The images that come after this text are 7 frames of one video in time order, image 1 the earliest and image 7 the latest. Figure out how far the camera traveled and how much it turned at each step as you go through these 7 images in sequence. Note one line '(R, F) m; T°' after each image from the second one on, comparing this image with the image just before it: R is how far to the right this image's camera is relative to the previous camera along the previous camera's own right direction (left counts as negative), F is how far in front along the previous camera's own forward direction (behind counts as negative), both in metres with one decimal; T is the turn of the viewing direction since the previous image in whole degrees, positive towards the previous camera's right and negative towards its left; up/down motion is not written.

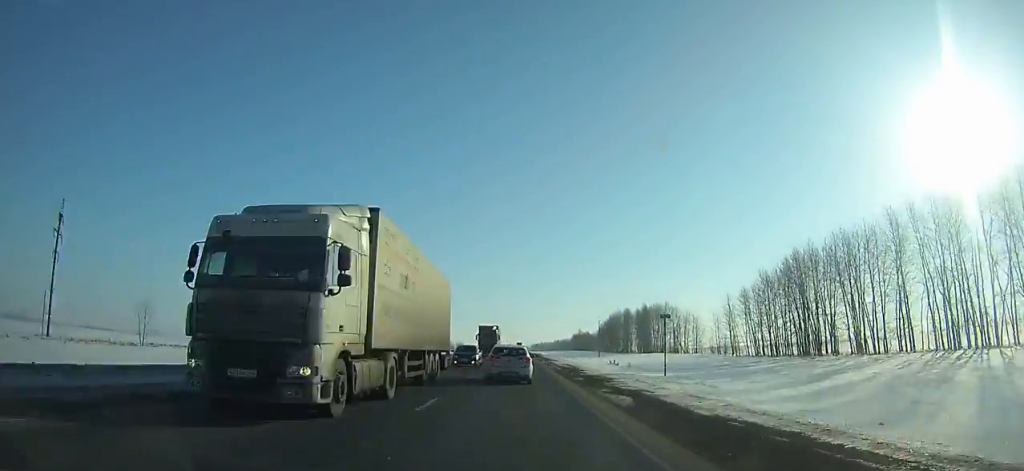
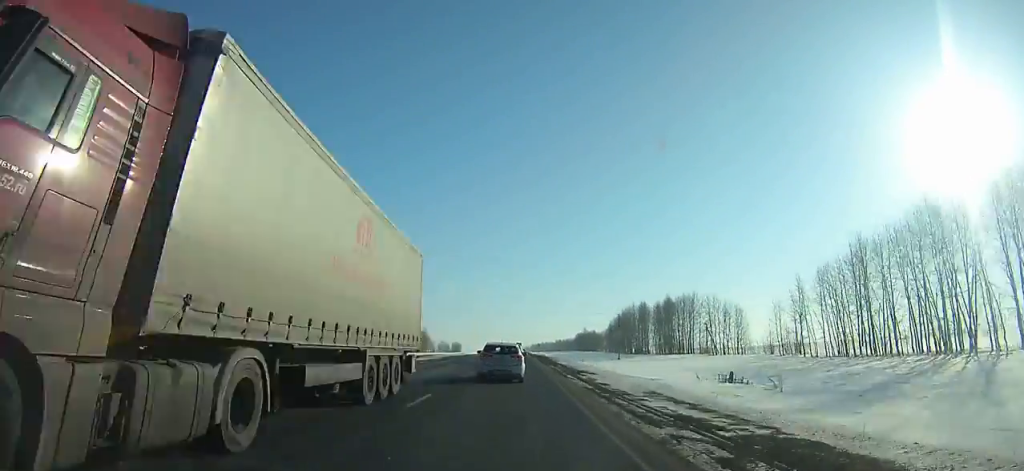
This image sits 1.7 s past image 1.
(+0.2, +34.9) m; 0°
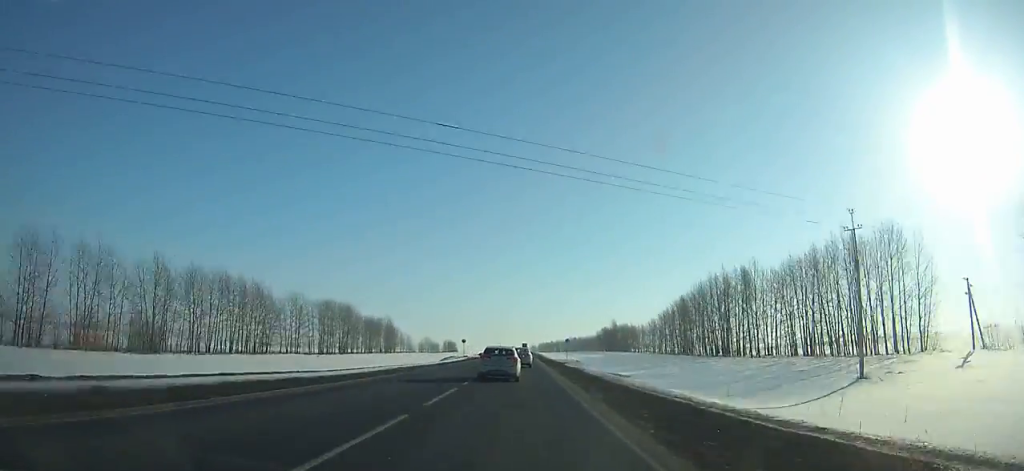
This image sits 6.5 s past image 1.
(-0.1, +97.7) m; 0°
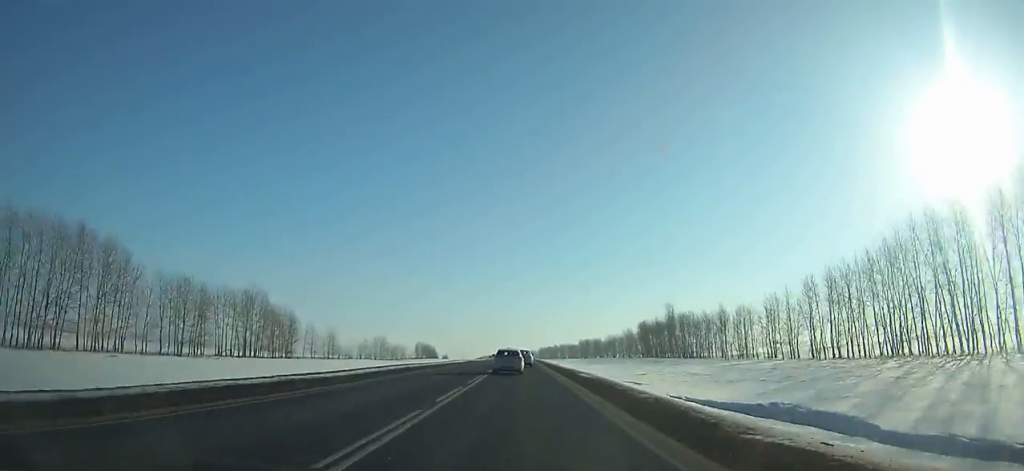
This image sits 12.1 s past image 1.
(-0.3, +113.6) m; 0°
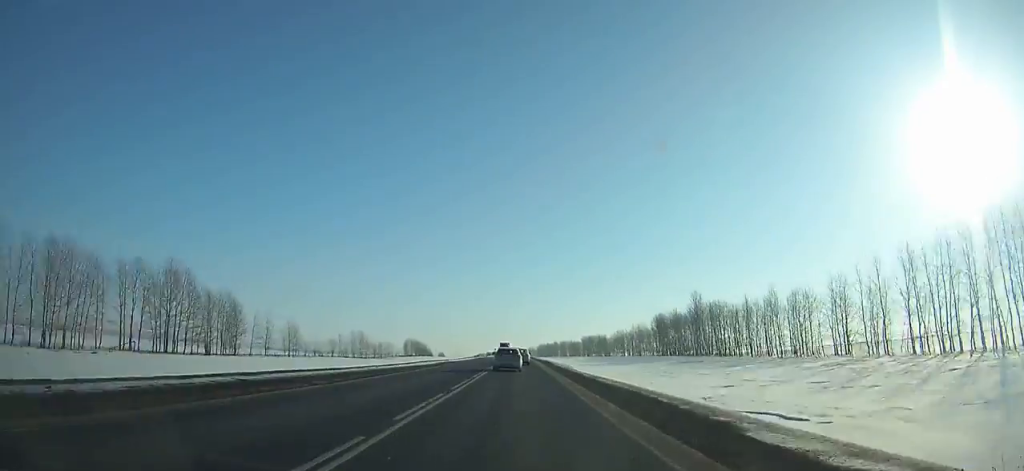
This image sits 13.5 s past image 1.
(+0.1, +29.0) m; 0°
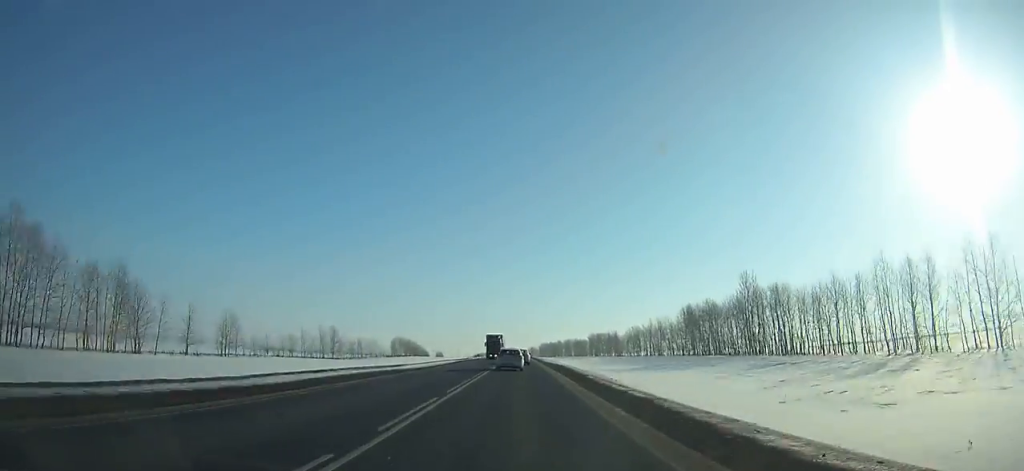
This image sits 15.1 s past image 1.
(0.0, +33.5) m; 0°
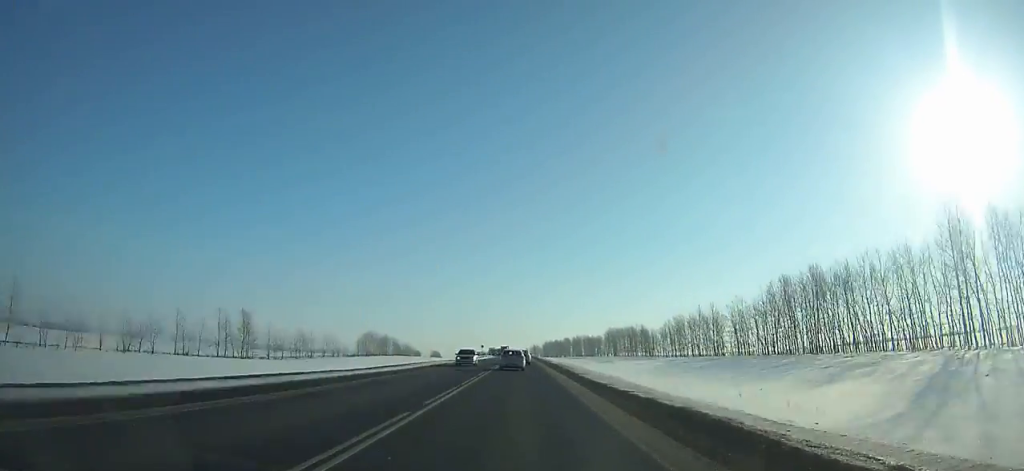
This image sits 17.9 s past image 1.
(-0.1, +60.0) m; 0°
